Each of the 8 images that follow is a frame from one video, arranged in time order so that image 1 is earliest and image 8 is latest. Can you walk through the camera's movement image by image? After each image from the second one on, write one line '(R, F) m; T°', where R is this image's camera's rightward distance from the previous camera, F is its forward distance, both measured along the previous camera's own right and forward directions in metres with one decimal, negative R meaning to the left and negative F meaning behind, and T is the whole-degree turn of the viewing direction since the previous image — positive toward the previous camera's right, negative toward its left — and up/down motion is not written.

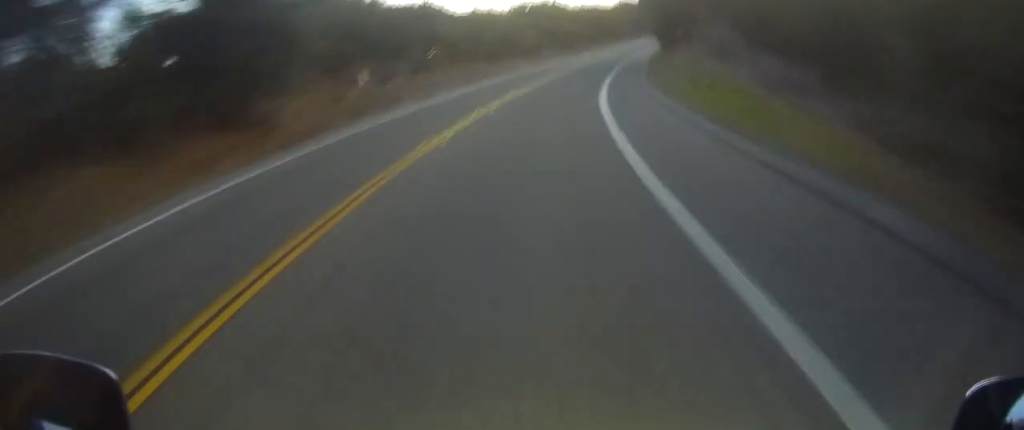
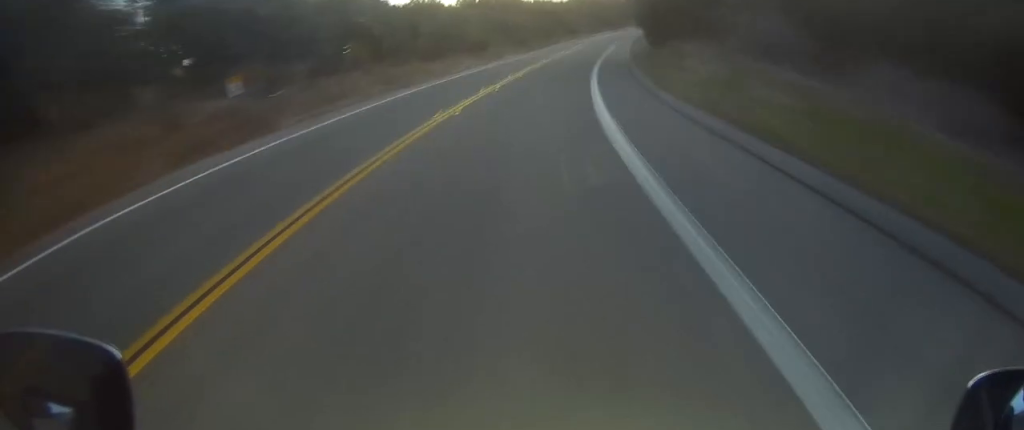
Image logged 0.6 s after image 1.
(+0.4, +11.6) m; +4°
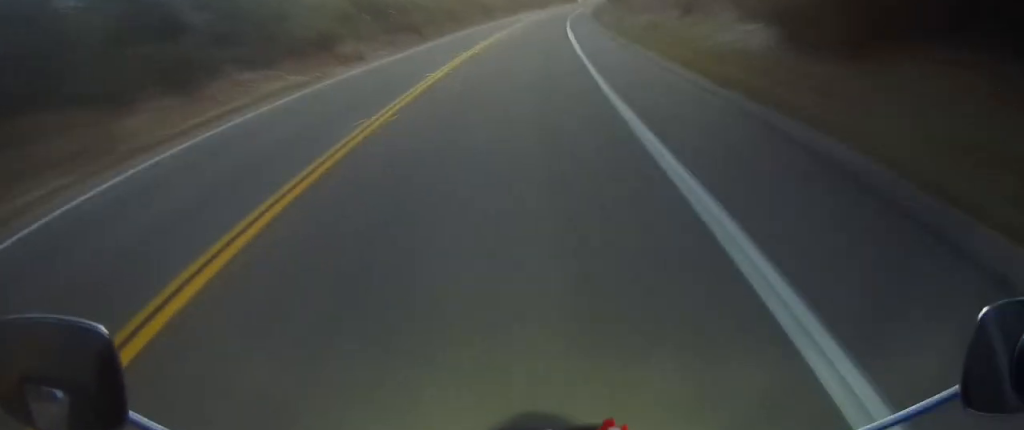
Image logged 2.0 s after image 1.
(+2.4, +28.8) m; +10°
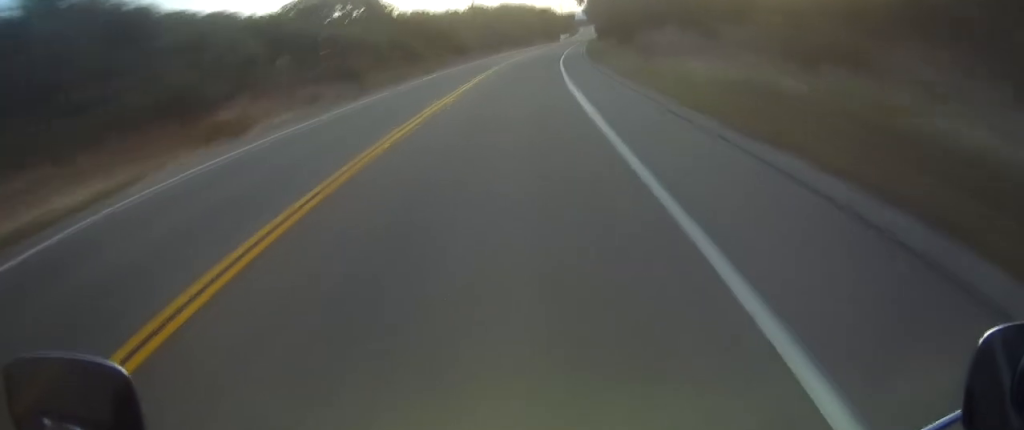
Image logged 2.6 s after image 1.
(+0.6, +12.6) m; +3°
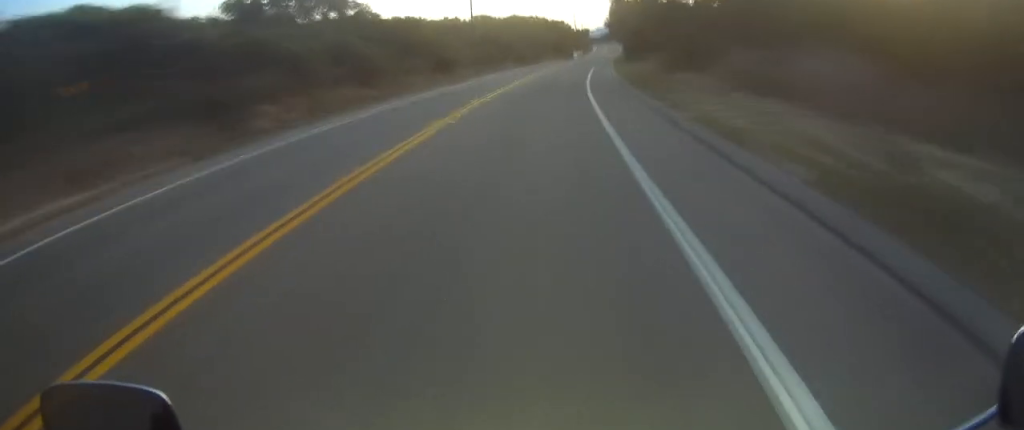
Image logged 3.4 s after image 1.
(+0.6, +17.0) m; +3°
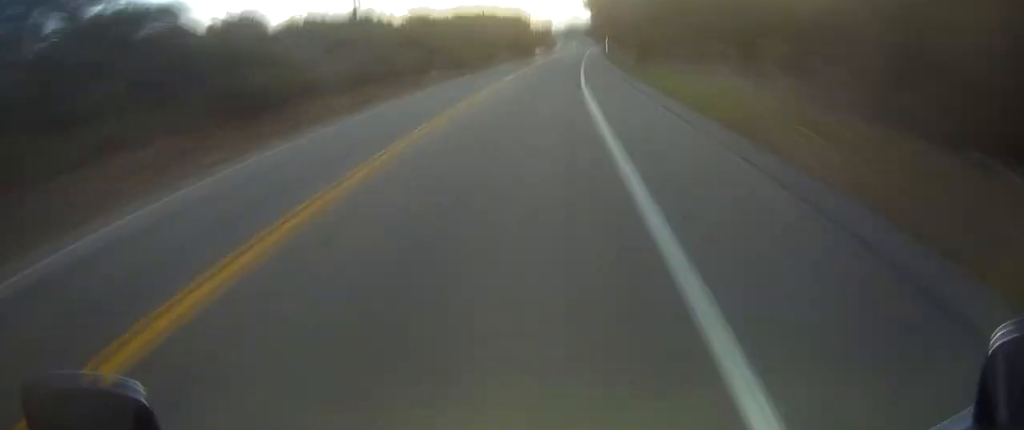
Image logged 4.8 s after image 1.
(+0.9, +30.5) m; +4°
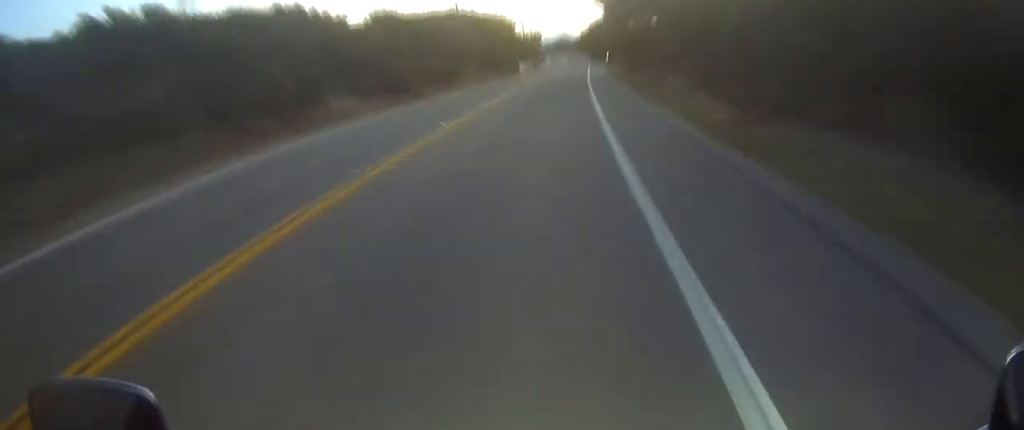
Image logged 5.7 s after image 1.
(+0.4, +19.4) m; +2°
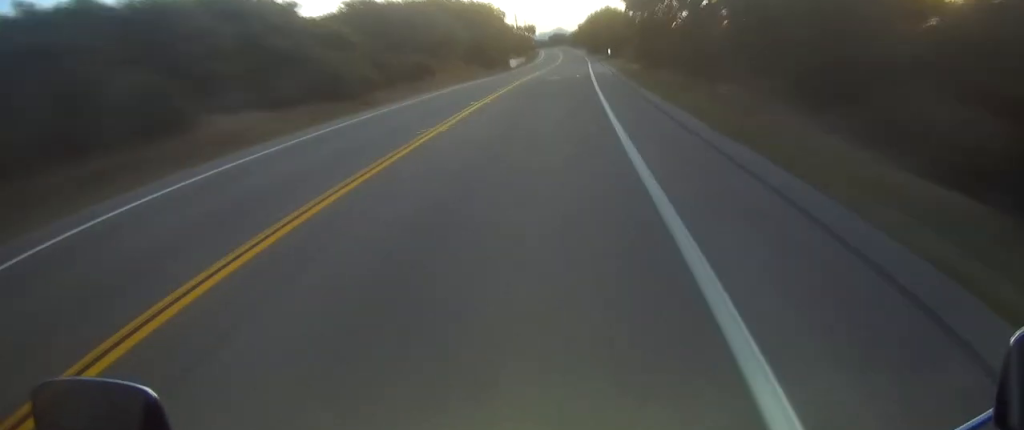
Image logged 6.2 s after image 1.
(0.0, +10.5) m; +1°
